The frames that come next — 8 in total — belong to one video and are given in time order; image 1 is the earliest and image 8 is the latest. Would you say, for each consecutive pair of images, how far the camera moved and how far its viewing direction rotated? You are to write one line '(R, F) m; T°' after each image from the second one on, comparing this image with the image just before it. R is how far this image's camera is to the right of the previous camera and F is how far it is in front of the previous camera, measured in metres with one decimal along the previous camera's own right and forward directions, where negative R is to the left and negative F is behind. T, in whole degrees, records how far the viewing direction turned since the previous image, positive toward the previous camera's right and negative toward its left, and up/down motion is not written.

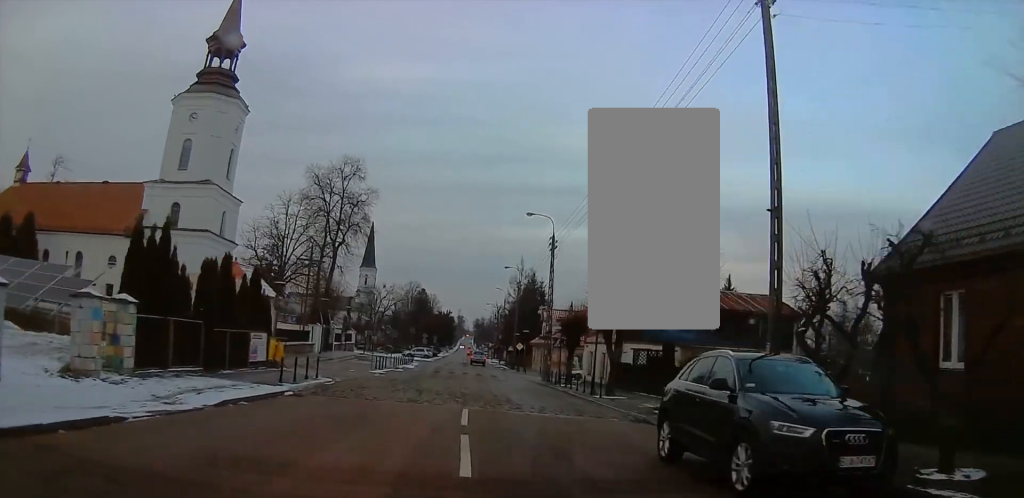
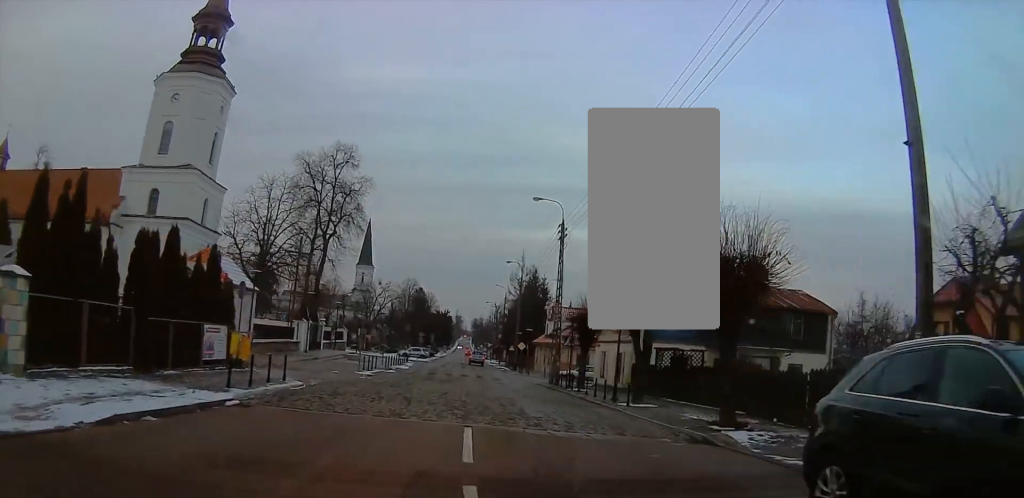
(-0.1, +4.5) m; +1°
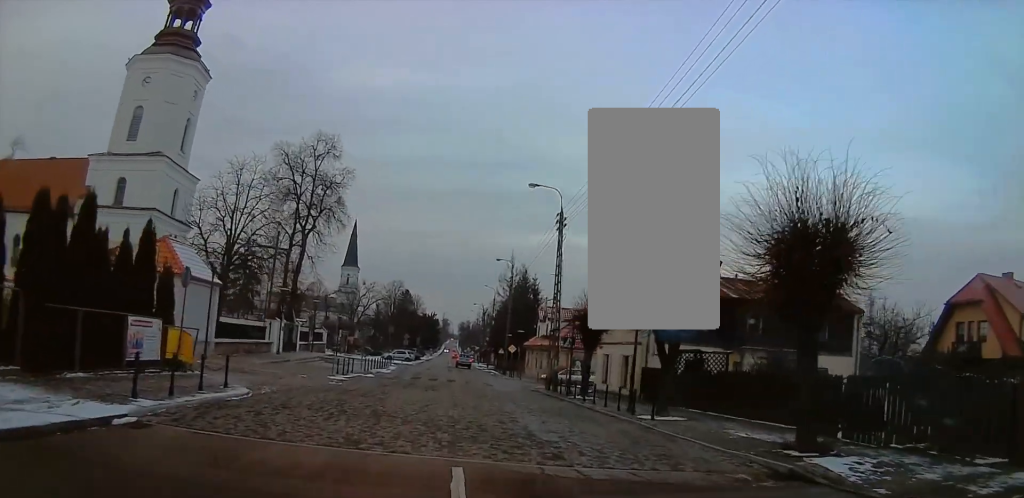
(+0.1, +4.1) m; +1°
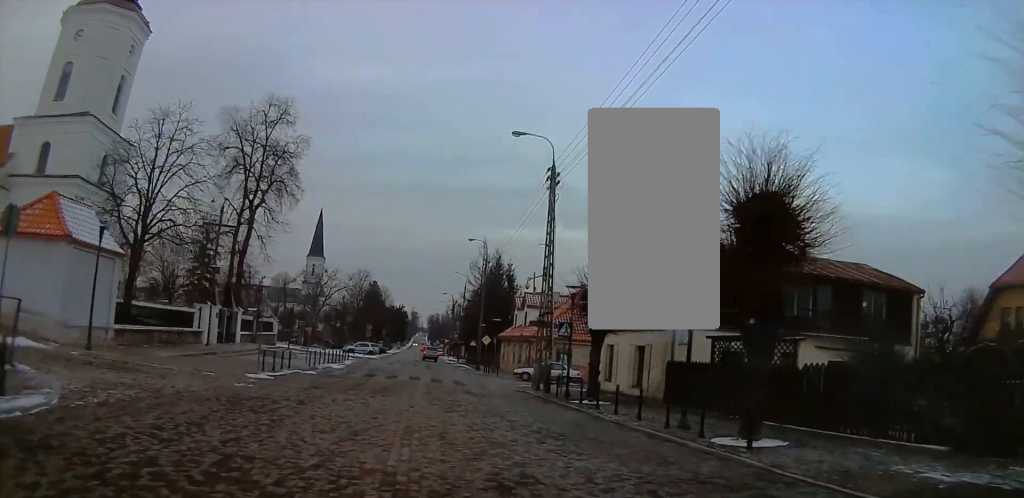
(+0.3, +7.4) m; +2°
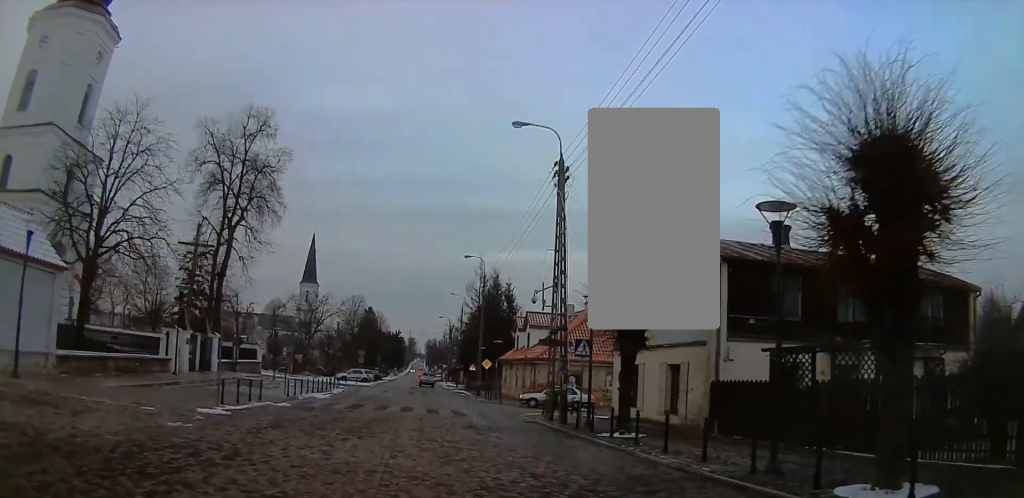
(0.0, +4.6) m; 0°
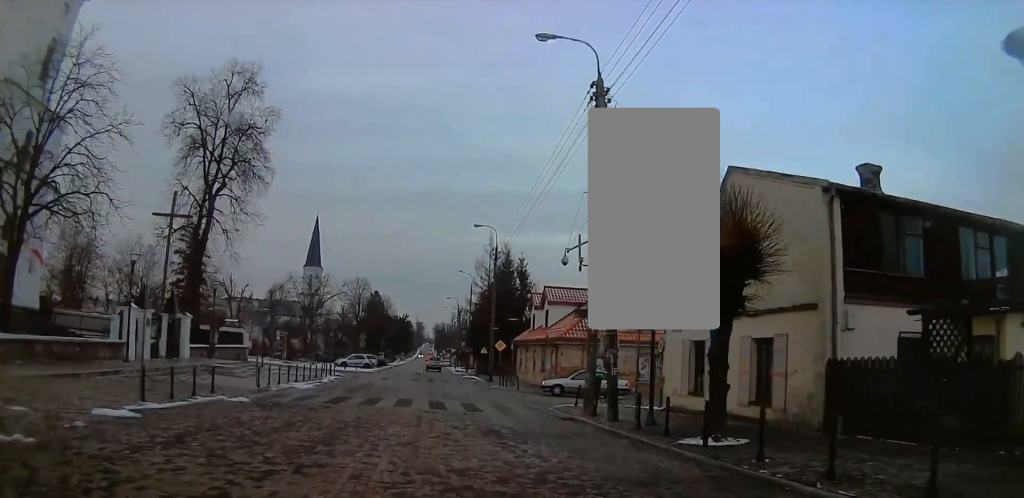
(0.0, +5.8) m; 0°
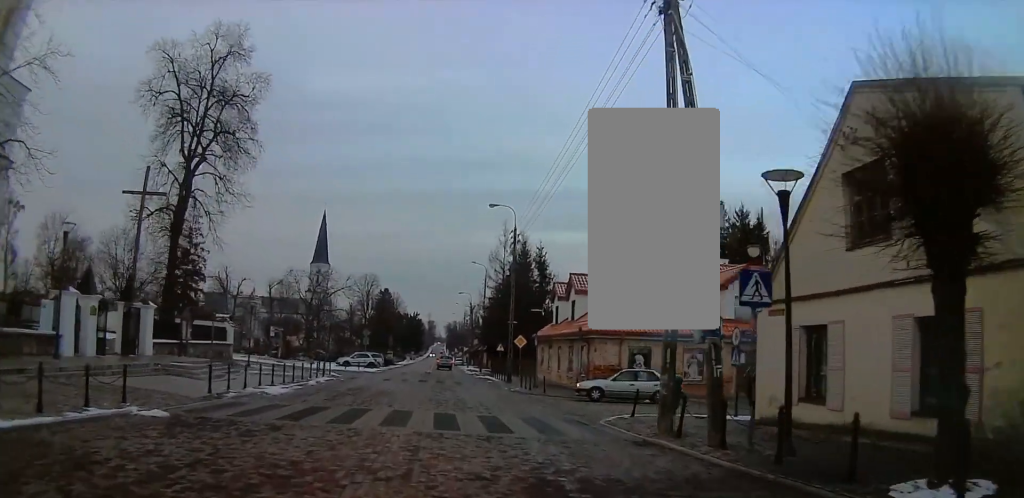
(0.0, +5.6) m; -1°
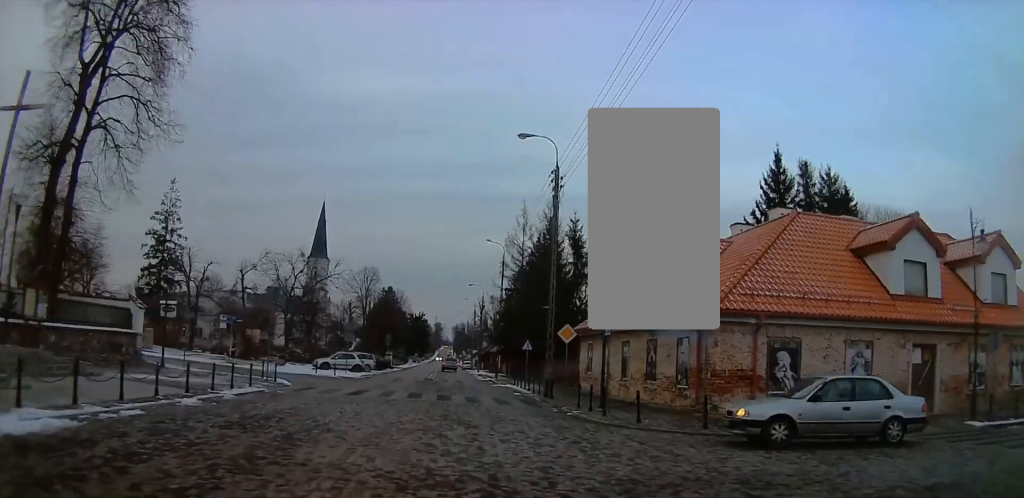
(-0.3, +14.2) m; -2°
